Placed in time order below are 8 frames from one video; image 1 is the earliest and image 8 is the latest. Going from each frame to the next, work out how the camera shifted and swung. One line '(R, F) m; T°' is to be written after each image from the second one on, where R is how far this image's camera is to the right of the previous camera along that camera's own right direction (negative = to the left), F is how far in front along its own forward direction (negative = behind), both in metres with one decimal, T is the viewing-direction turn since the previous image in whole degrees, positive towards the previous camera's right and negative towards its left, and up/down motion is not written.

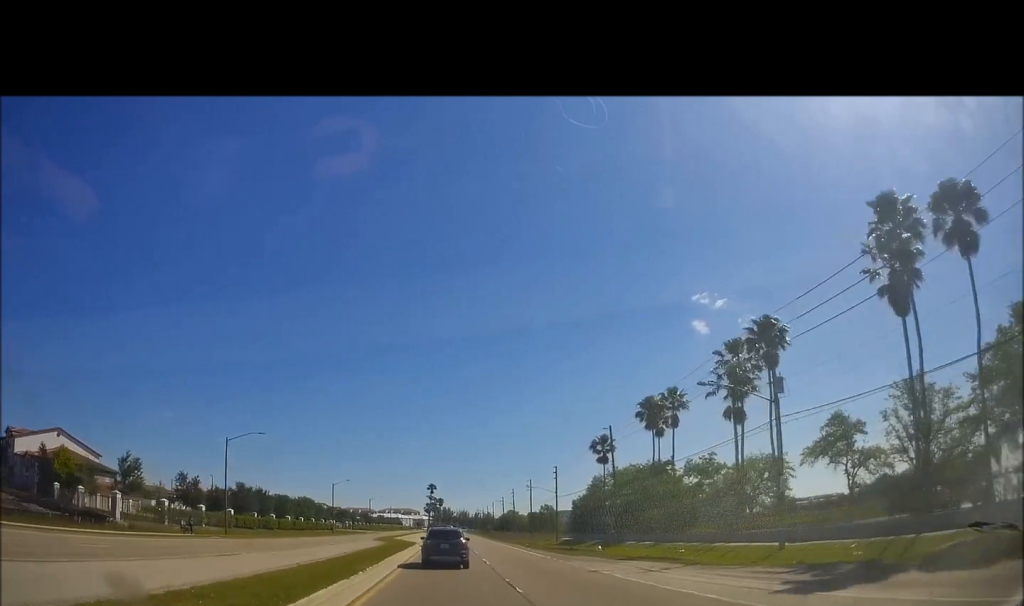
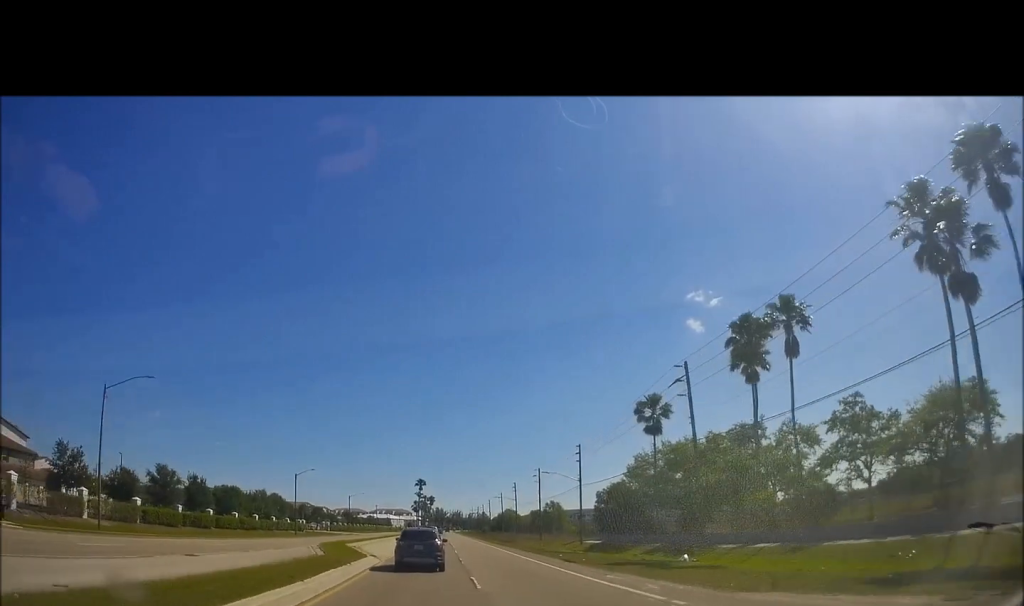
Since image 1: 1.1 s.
(+0.1, +22.3) m; 0°
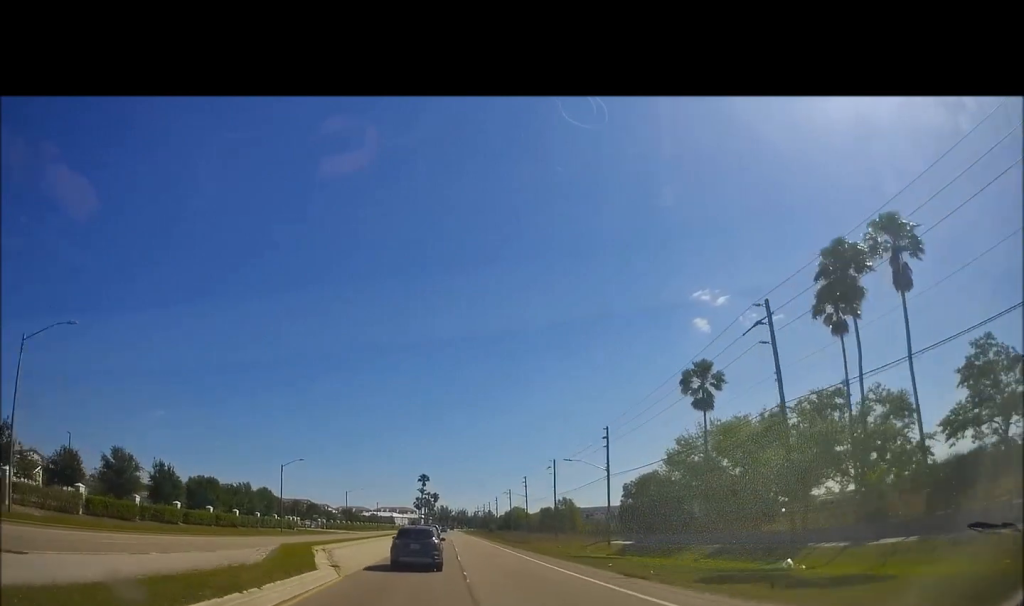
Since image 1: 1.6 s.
(-0.1, +10.2) m; 0°
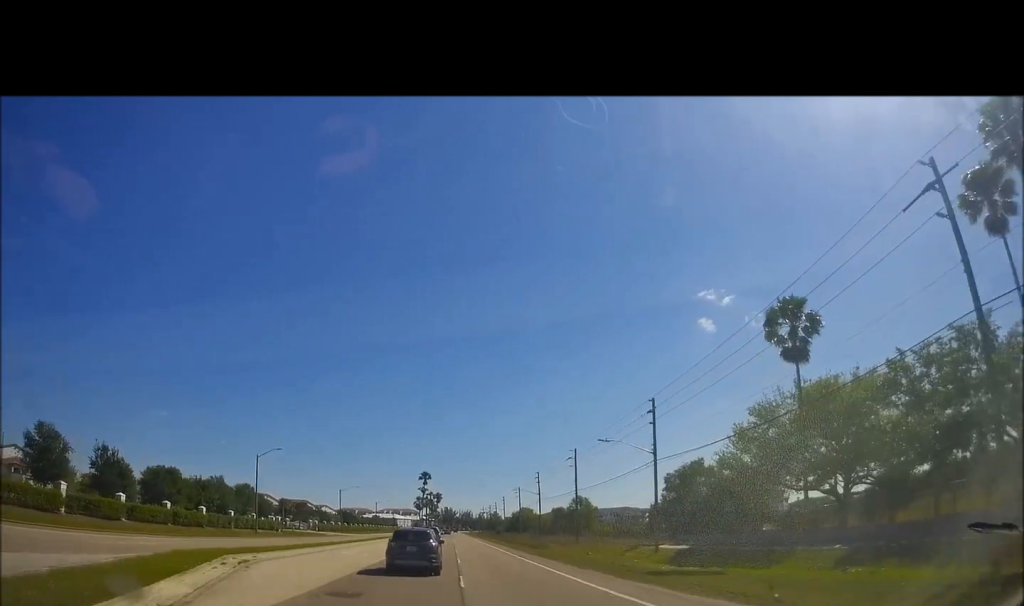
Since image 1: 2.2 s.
(+0.2, +12.3) m; 0°
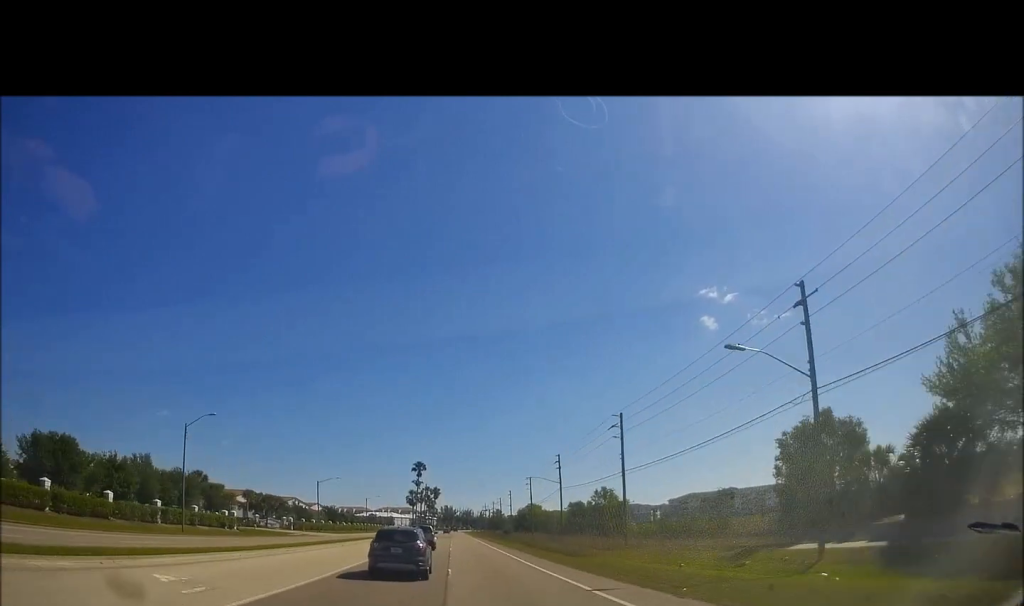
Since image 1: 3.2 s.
(-0.3, +20.3) m; 0°
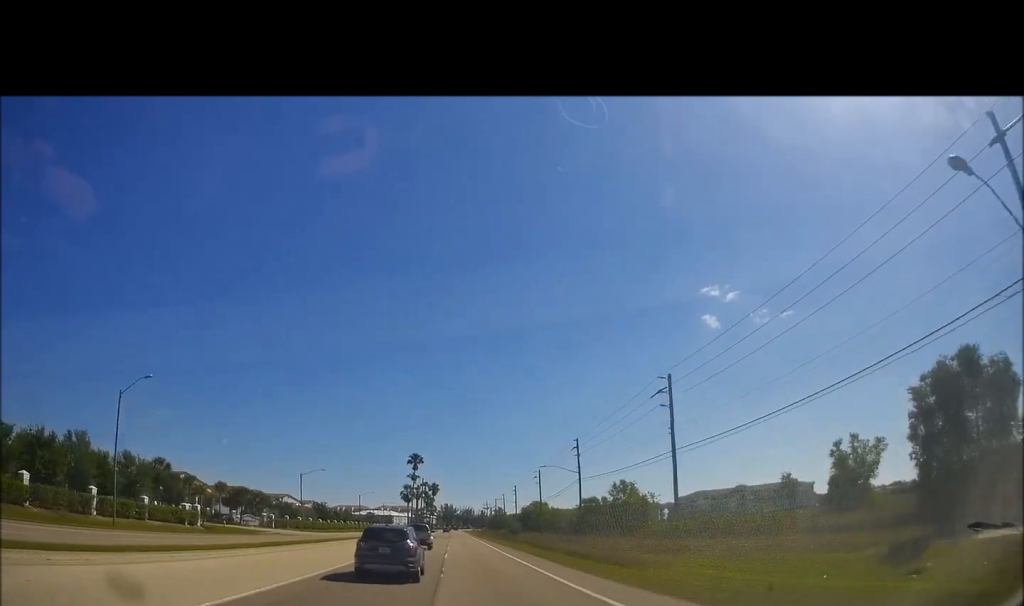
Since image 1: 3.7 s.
(+0.1, +12.2) m; 0°
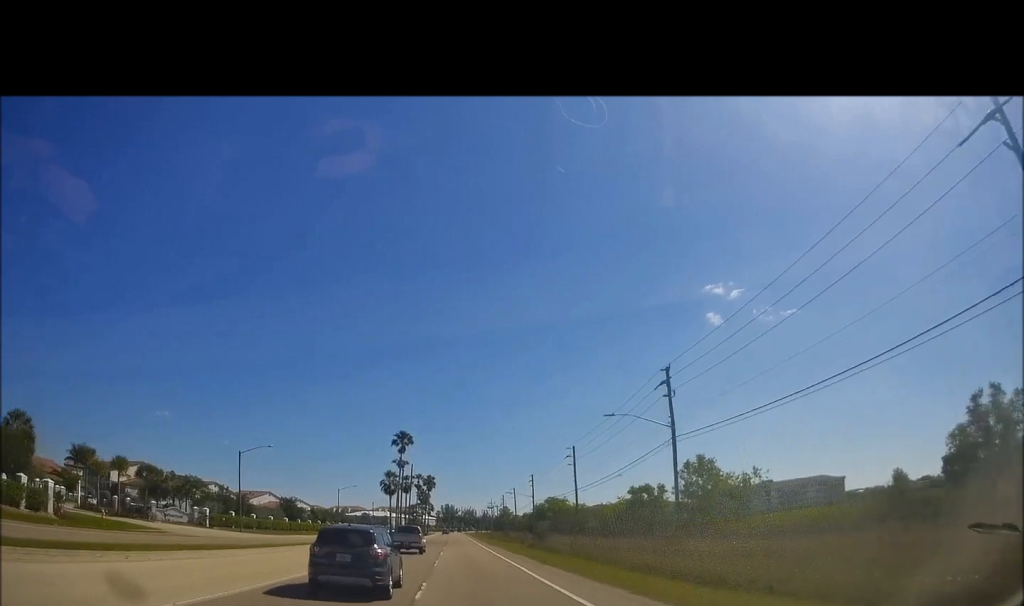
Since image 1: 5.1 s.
(+0.2, +29.4) m; 0°
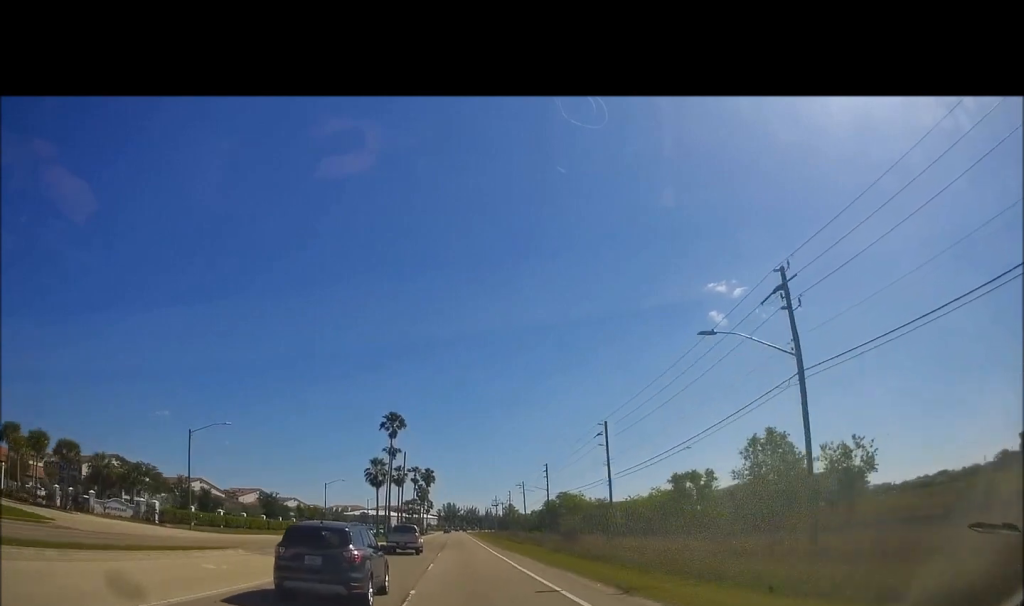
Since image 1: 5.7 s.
(0.0, +14.9) m; 0°
